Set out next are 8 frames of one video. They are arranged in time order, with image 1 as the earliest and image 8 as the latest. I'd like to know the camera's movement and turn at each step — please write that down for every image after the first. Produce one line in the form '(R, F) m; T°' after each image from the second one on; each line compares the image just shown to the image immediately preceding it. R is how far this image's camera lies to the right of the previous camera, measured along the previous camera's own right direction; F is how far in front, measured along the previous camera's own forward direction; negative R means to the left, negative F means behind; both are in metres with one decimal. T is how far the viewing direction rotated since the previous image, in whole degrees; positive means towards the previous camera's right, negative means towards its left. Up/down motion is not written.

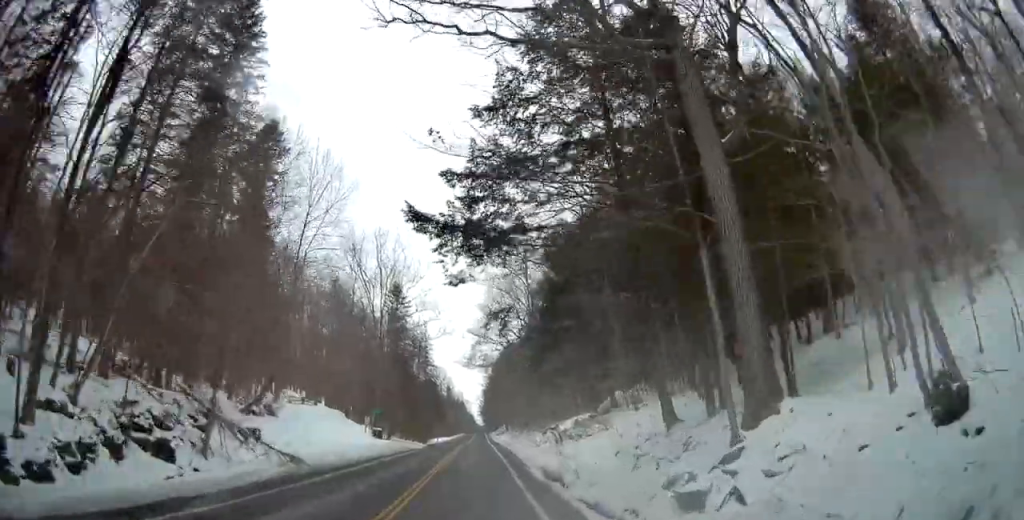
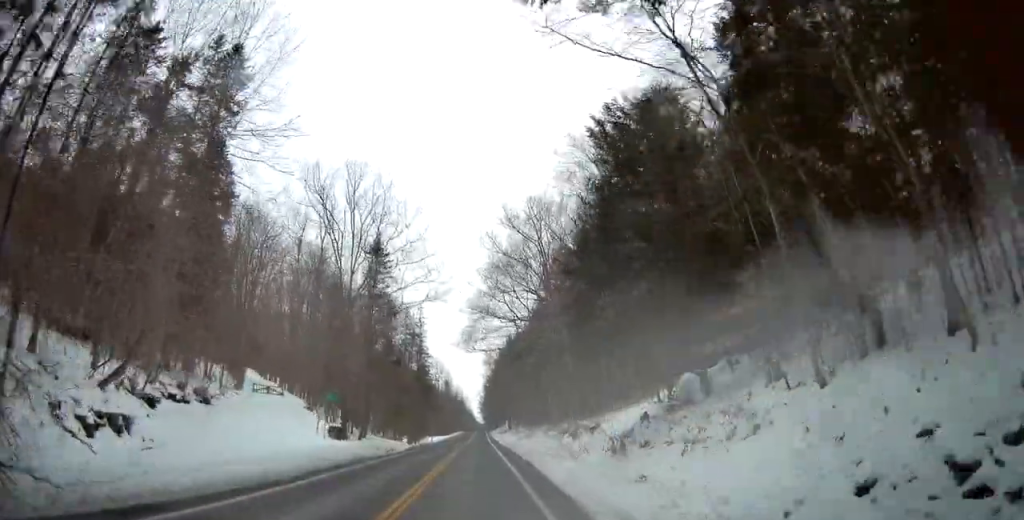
(-0.1, +15.3) m; 0°
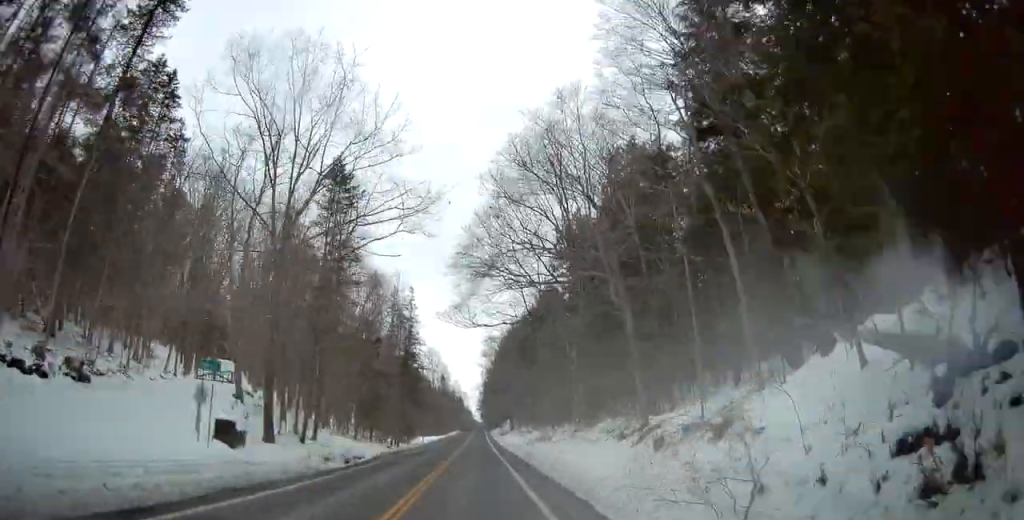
(0.0, +15.4) m; 0°
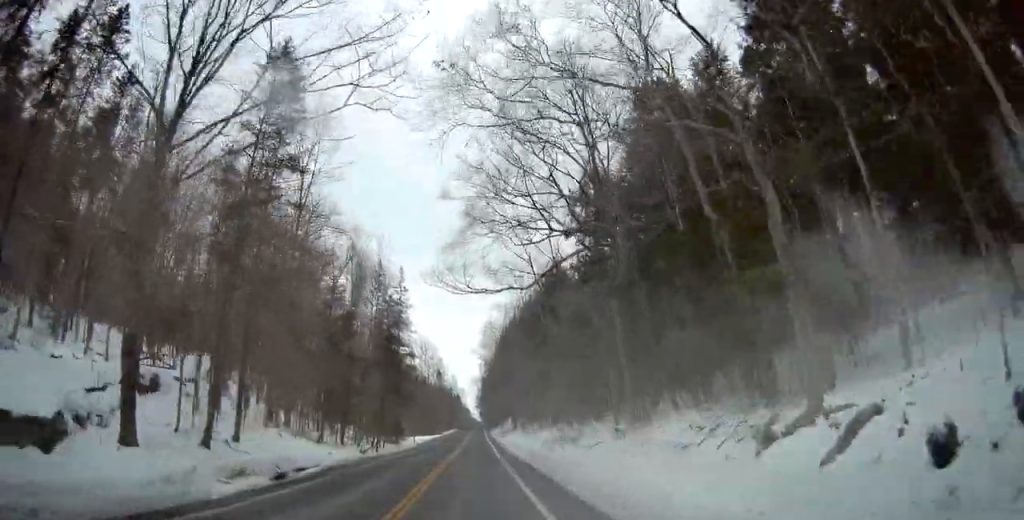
(0.0, +11.7) m; +1°
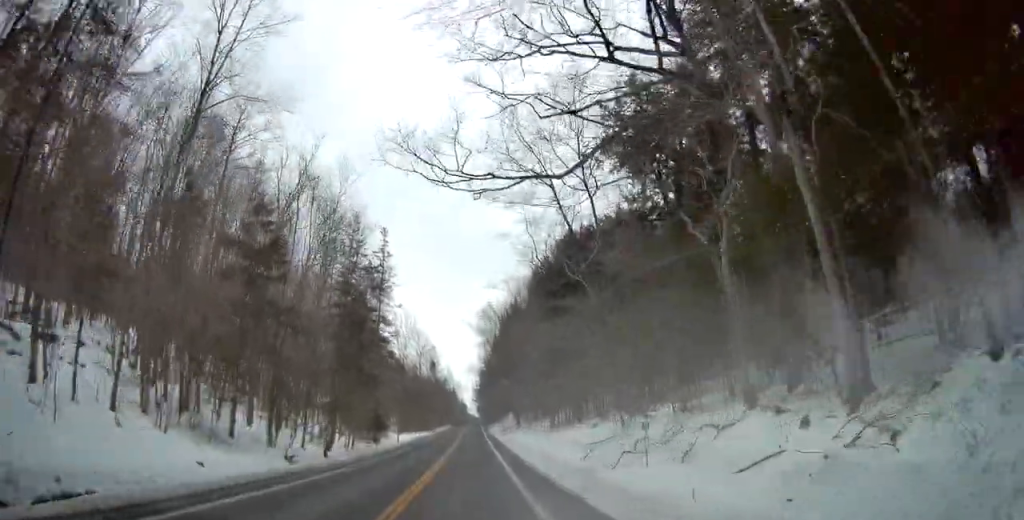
(+0.3, +16.5) m; +1°
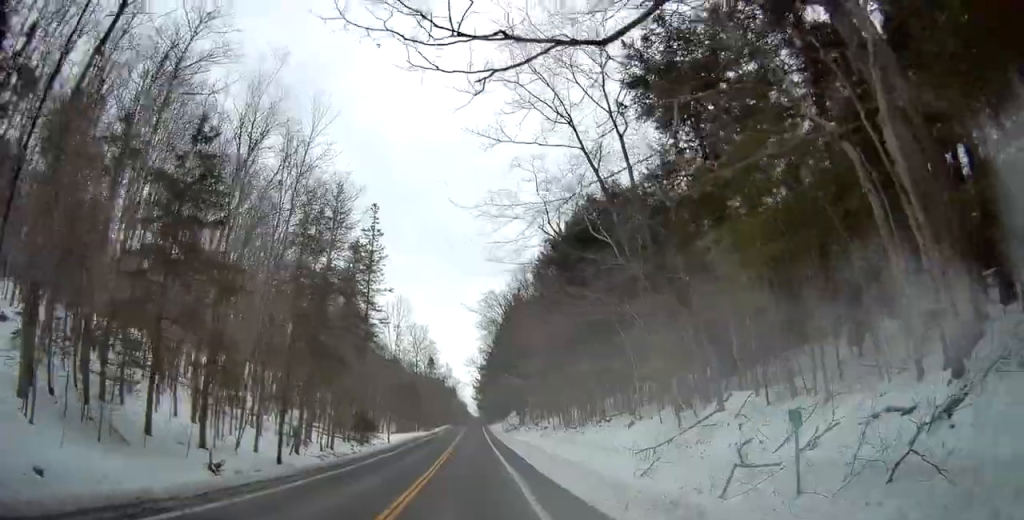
(0.0, +7.9) m; 0°
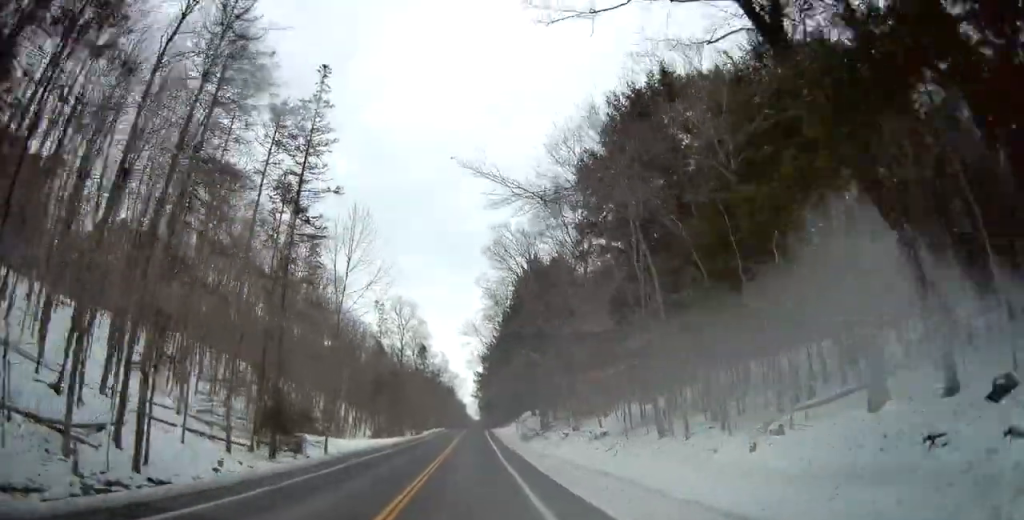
(-0.3, +27.6) m; 0°
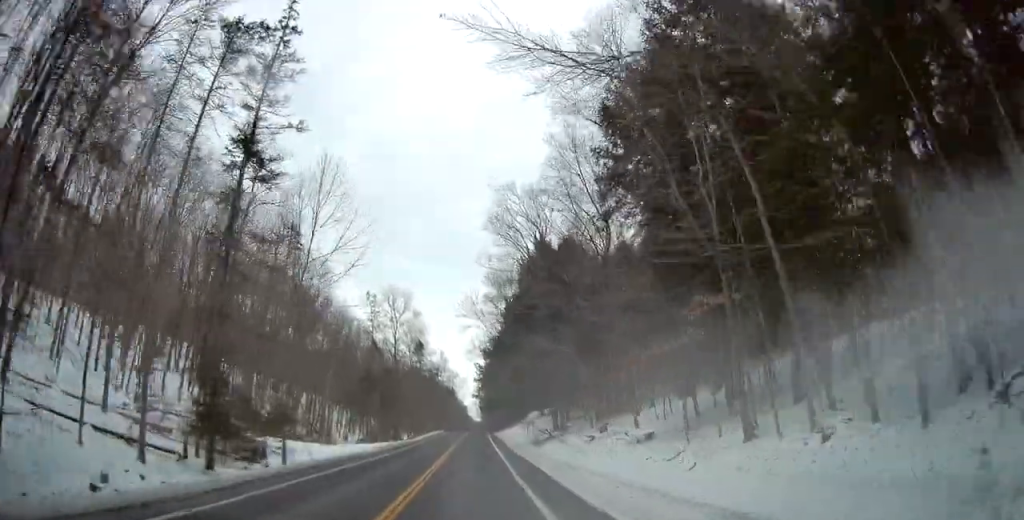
(0.0, +8.9) m; 0°
